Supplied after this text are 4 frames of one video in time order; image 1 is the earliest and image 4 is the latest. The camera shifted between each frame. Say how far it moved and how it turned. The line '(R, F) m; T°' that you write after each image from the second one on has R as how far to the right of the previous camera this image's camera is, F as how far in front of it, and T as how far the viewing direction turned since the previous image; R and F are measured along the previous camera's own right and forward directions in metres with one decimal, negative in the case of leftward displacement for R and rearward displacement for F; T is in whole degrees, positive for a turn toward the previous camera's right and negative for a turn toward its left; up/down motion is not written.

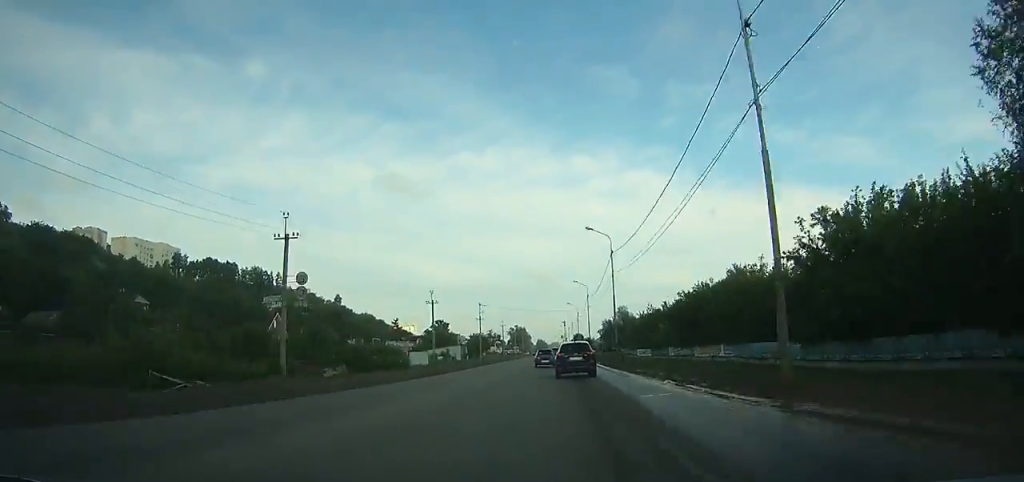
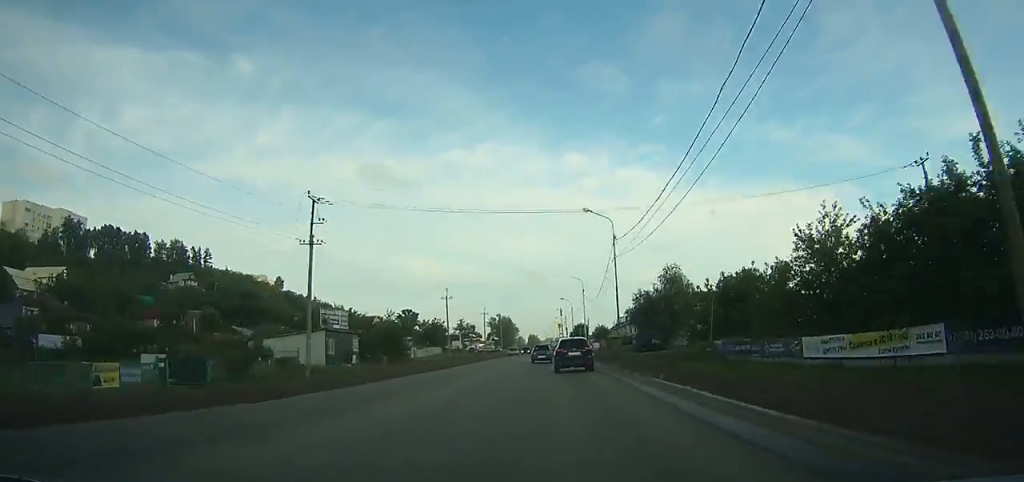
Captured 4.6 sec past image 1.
(-0.5, +75.0) m; 0°
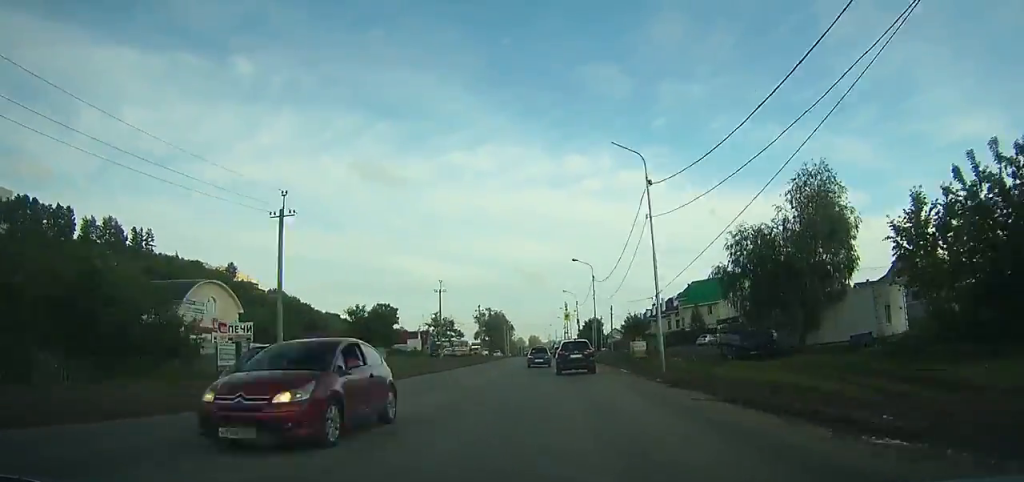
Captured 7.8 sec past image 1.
(0.0, +50.2) m; 0°
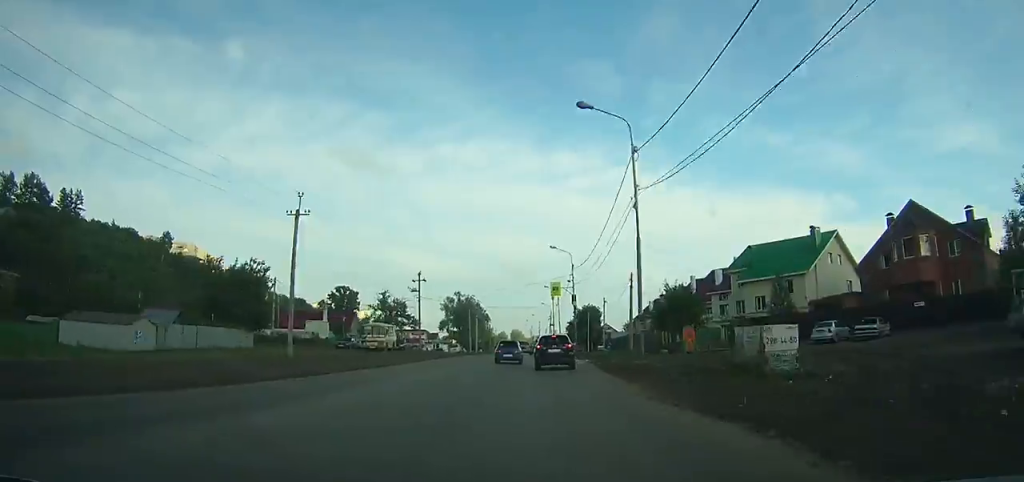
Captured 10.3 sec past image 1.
(+0.1, +37.7) m; 0°
